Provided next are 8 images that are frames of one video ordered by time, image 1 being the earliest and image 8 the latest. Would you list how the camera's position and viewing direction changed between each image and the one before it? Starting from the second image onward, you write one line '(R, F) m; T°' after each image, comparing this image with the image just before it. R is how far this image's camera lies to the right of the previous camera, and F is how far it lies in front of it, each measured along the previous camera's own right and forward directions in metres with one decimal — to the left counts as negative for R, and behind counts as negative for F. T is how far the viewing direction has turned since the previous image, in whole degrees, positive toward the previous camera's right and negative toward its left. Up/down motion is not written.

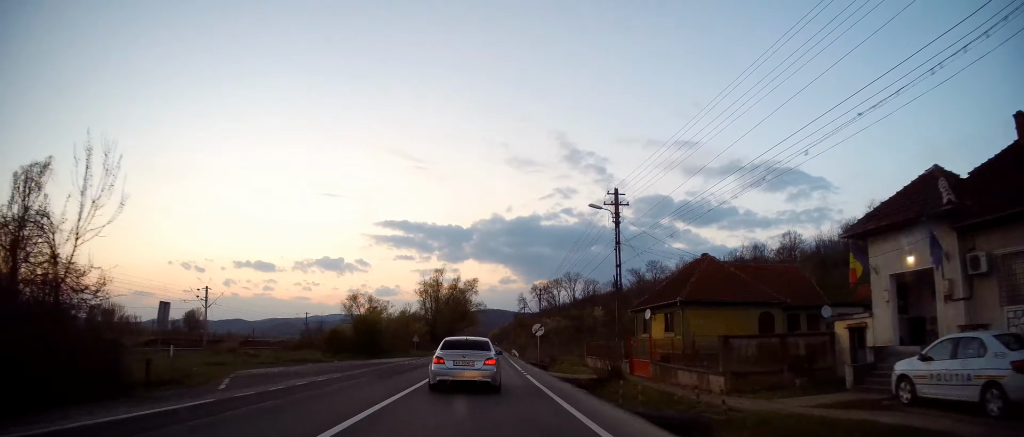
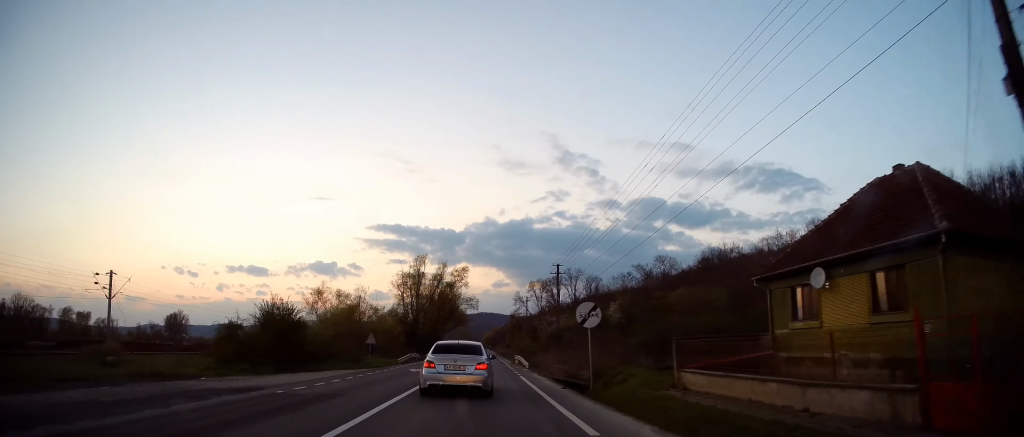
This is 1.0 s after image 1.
(+0.6, +20.0) m; +1°
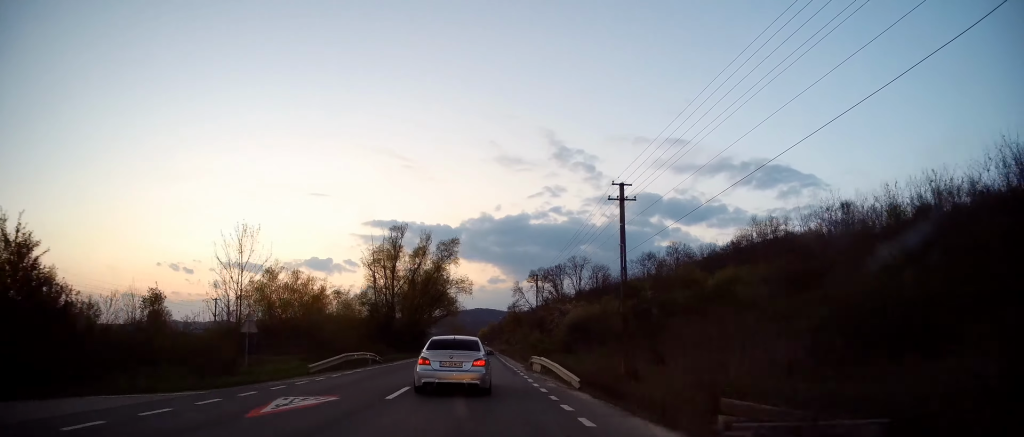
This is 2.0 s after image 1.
(-0.3, +19.6) m; 0°
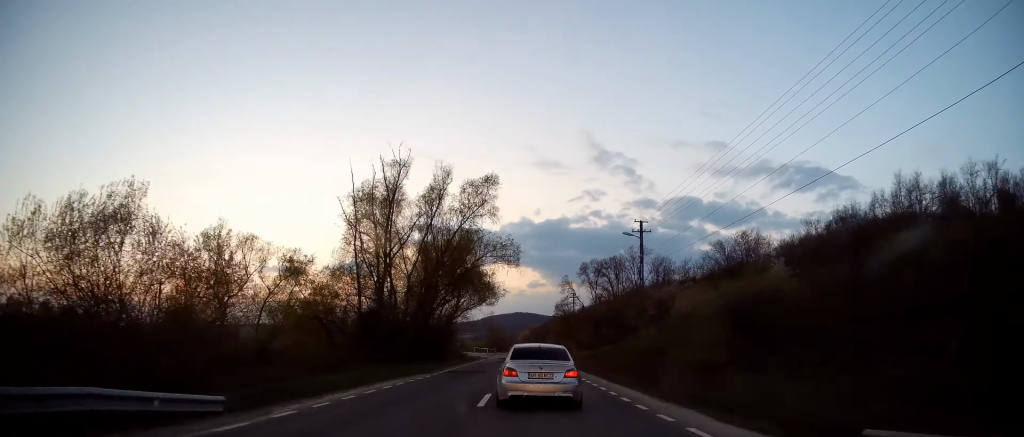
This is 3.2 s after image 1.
(-0.3, +26.3) m; -3°
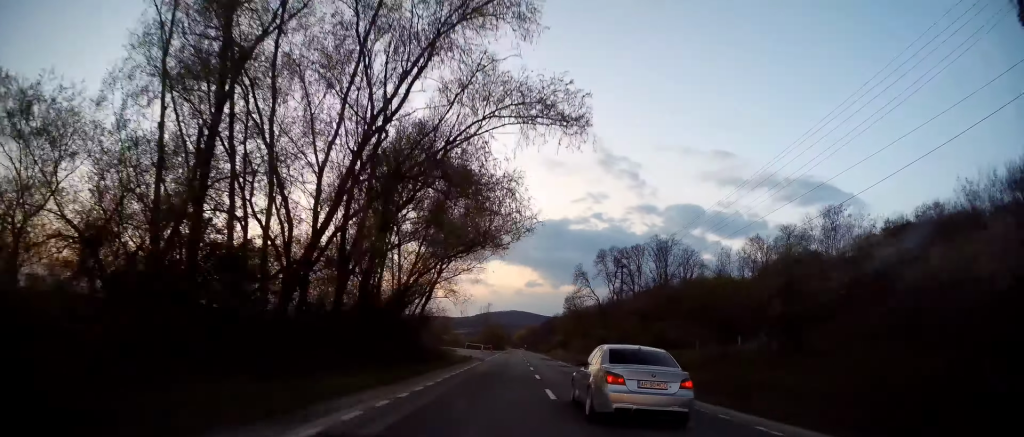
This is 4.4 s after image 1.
(-0.5, +24.6) m; 0°
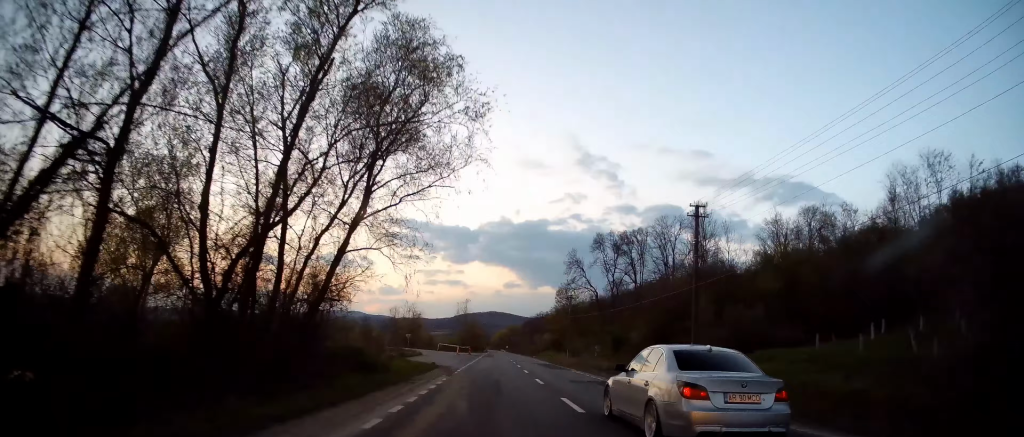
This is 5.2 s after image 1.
(+0.3, +19.6) m; +1°
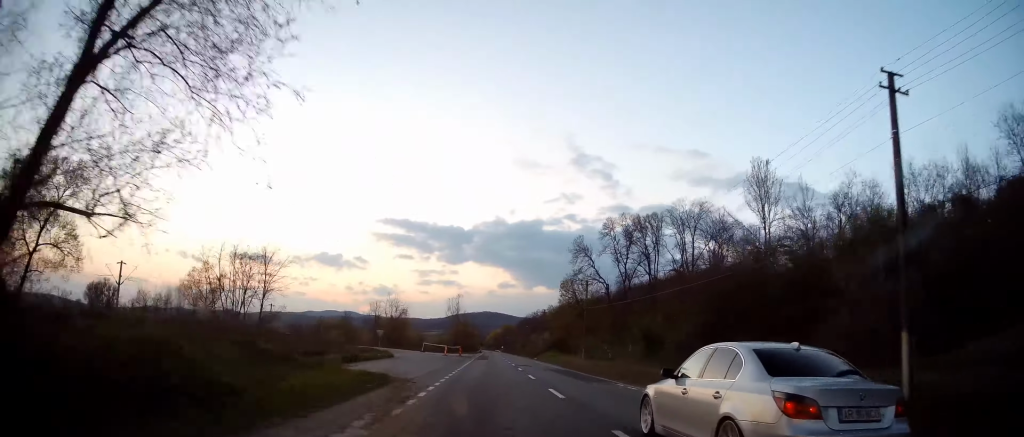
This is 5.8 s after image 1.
(-0.3, +13.9) m; 0°
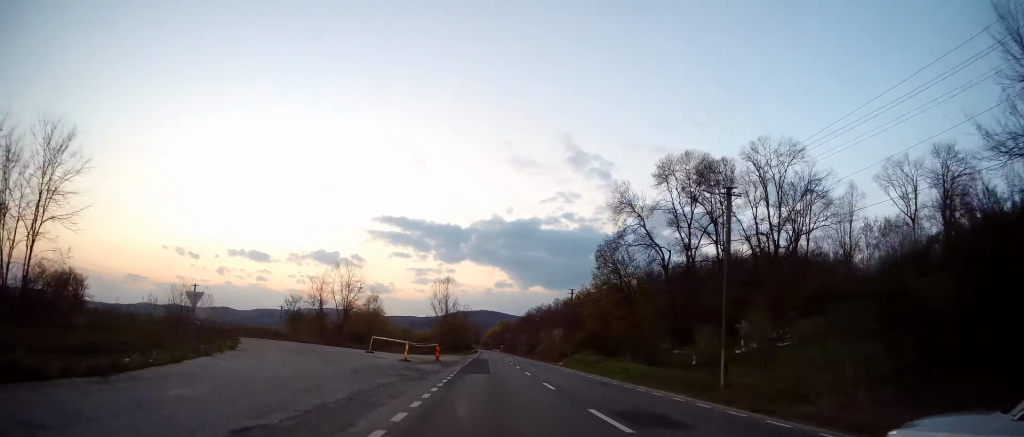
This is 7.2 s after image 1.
(+0.8, +32.1) m; +2°
